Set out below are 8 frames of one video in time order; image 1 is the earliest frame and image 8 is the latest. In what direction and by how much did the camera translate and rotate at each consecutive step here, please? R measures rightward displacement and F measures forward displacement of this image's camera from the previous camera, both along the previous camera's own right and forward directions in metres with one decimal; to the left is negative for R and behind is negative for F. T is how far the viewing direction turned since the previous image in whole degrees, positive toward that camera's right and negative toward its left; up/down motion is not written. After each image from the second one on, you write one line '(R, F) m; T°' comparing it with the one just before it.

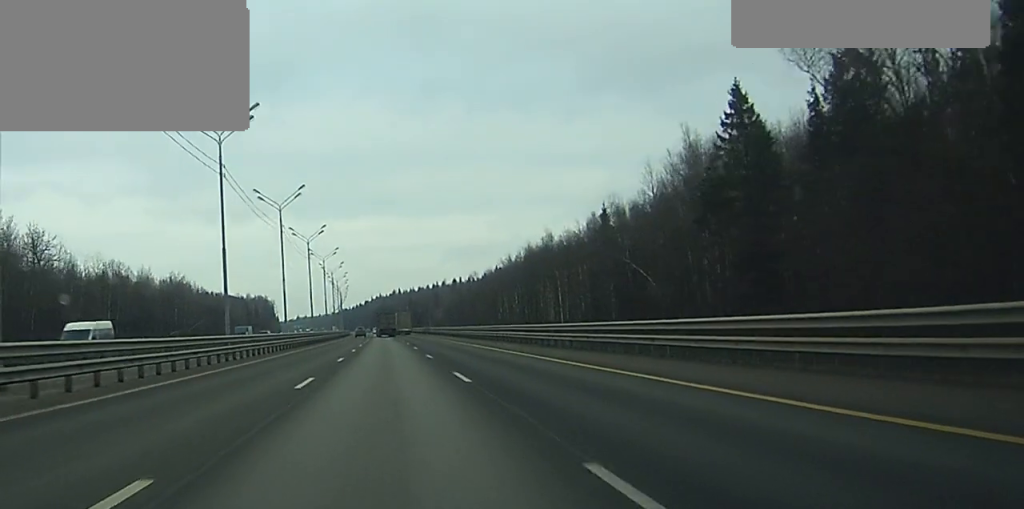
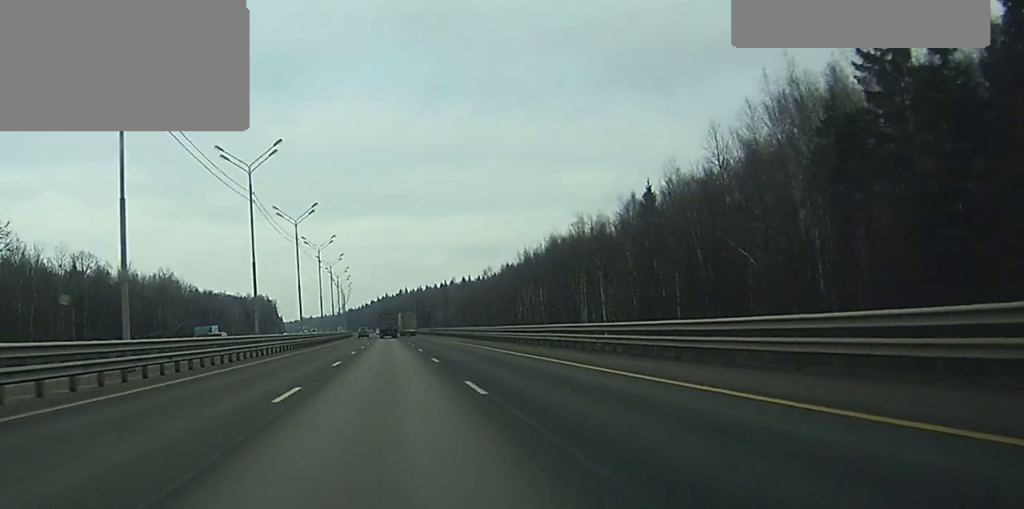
(-0.1, +19.6) m; 0°
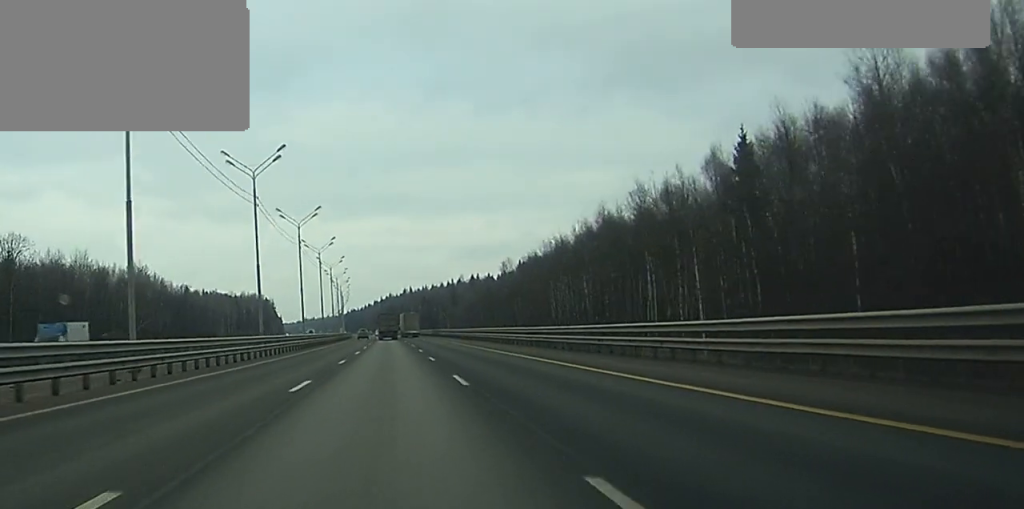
(-0.2, +28.9) m; -1°
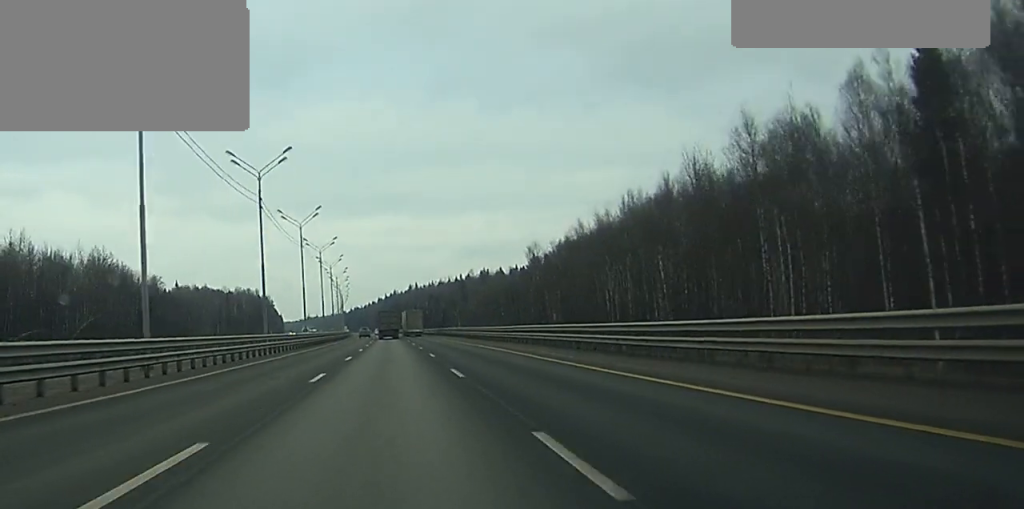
(-0.1, +28.8) m; 0°
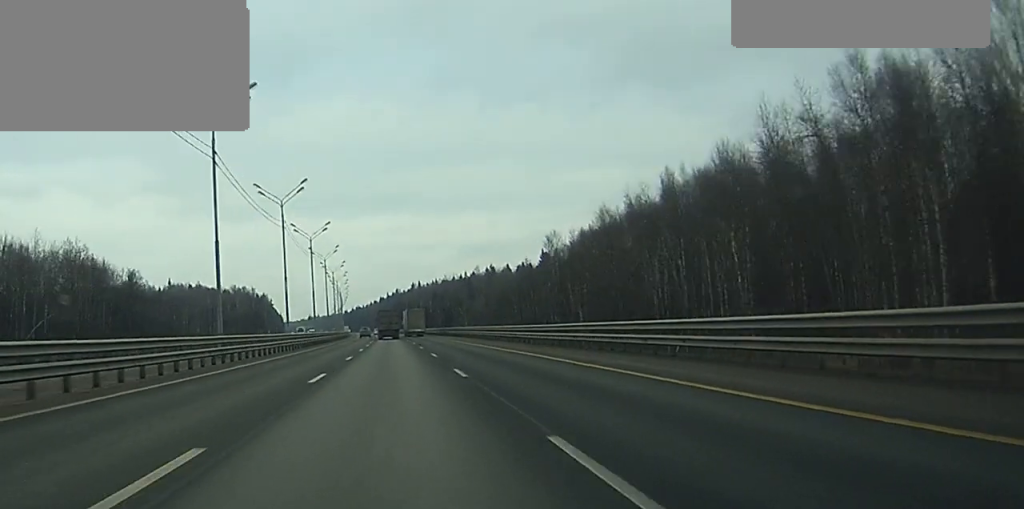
(0.0, +16.5) m; 0°
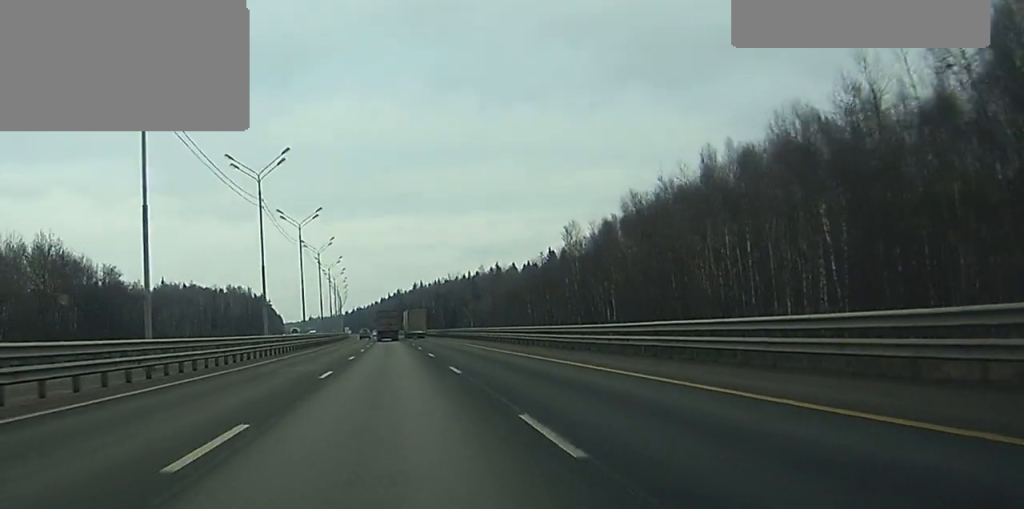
(0.0, +13.4) m; 0°
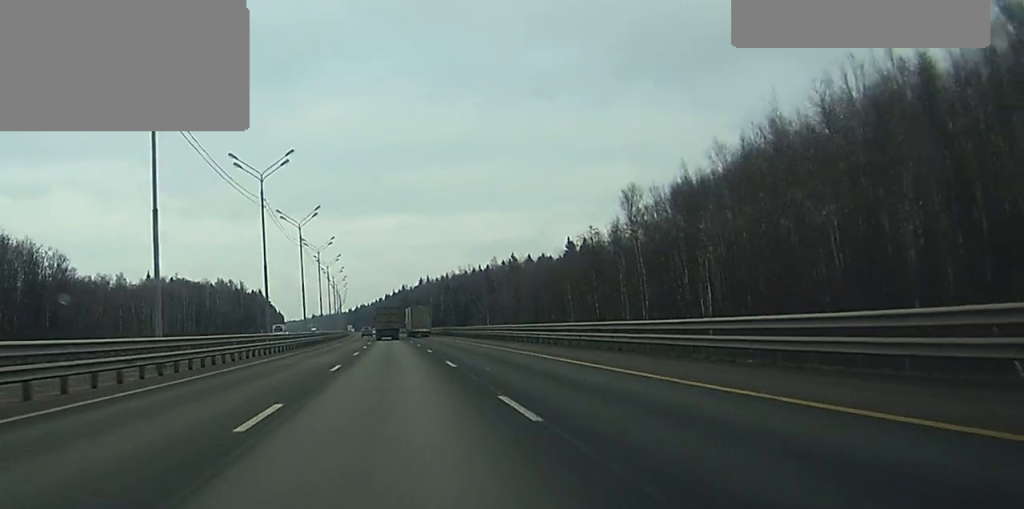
(0.0, +28.8) m; 0°
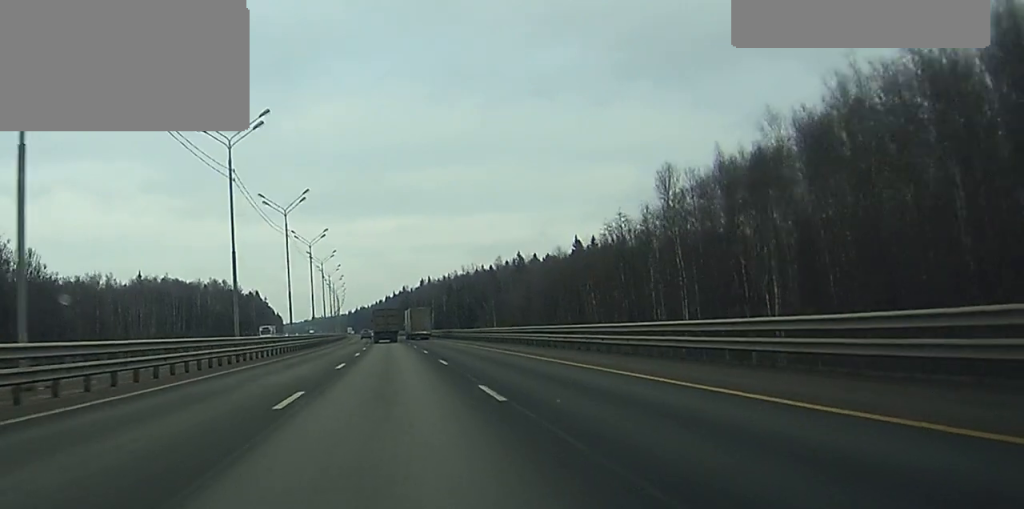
(0.0, +12.4) m; 0°
